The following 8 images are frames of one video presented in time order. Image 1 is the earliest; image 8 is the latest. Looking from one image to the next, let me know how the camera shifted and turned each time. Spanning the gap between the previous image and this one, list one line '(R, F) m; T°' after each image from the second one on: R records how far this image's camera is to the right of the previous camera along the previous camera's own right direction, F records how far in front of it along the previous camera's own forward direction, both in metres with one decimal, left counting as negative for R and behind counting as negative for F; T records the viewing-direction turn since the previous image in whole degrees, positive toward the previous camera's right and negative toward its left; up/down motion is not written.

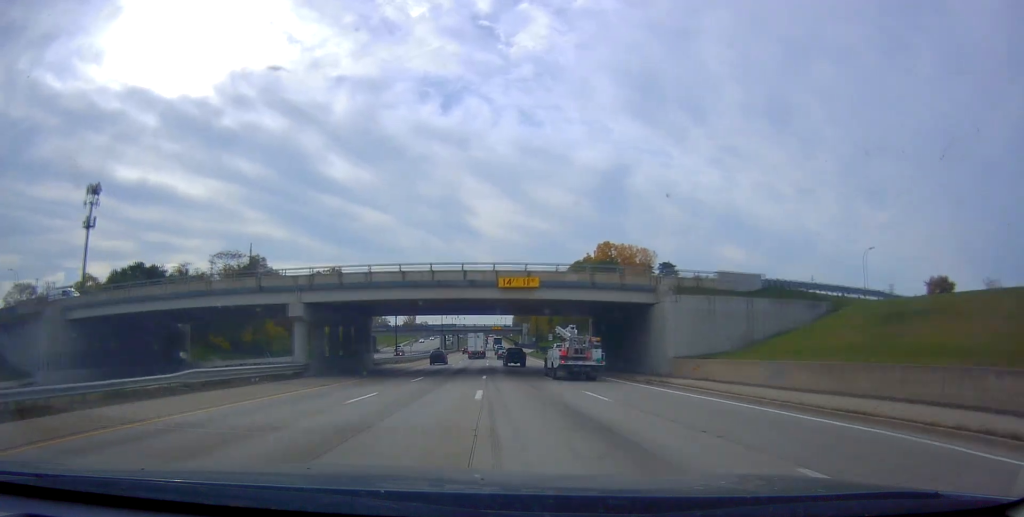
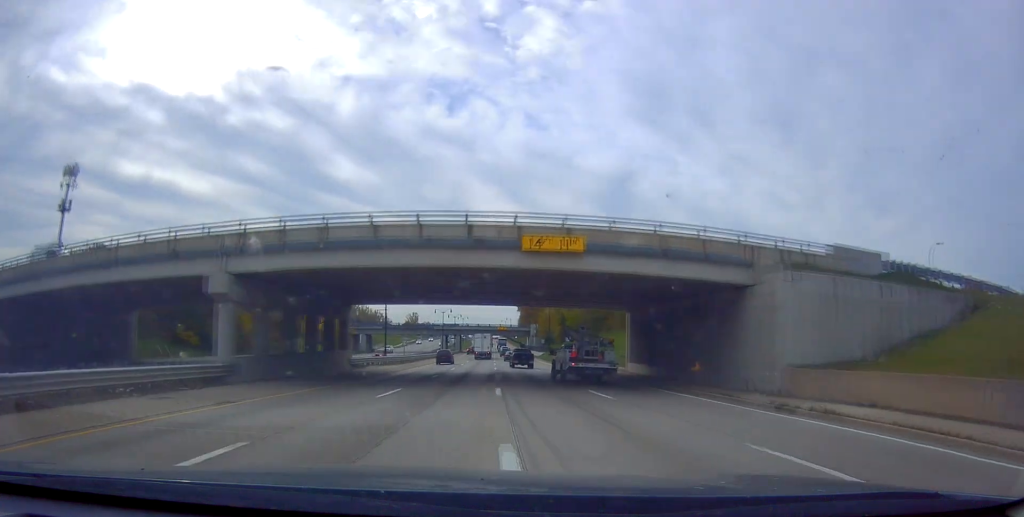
(0.0, +12.9) m; 0°
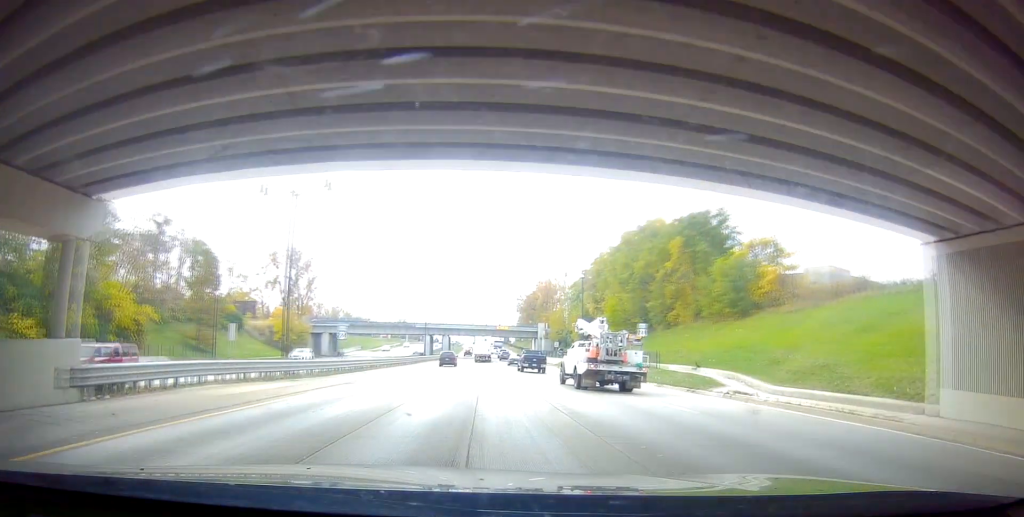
(+0.5, +34.0) m; +1°
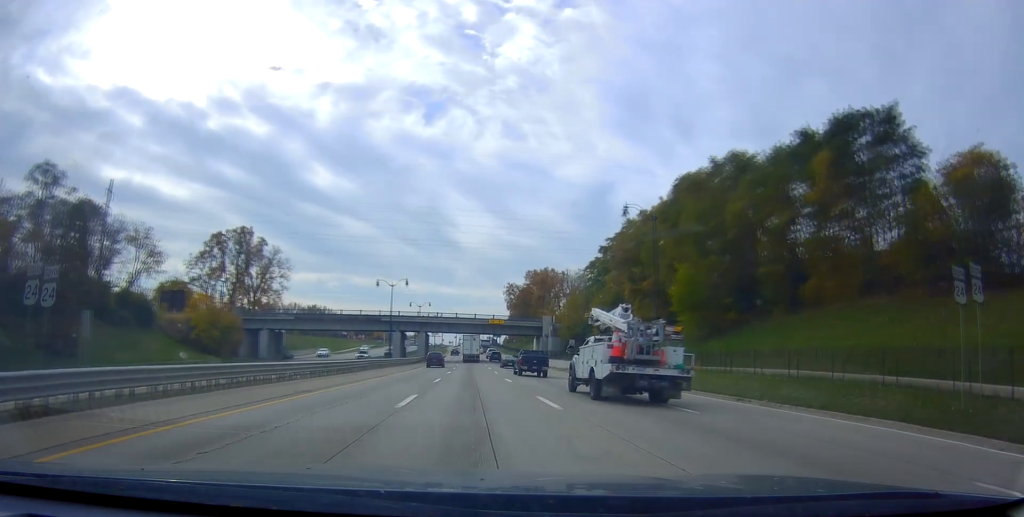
(+0.3, +30.7) m; +1°
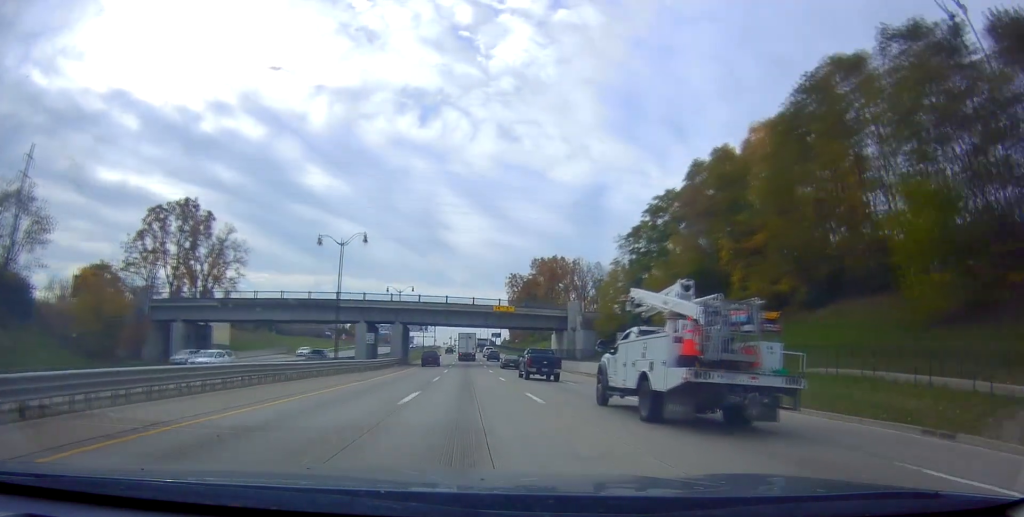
(-0.5, +28.7) m; 0°
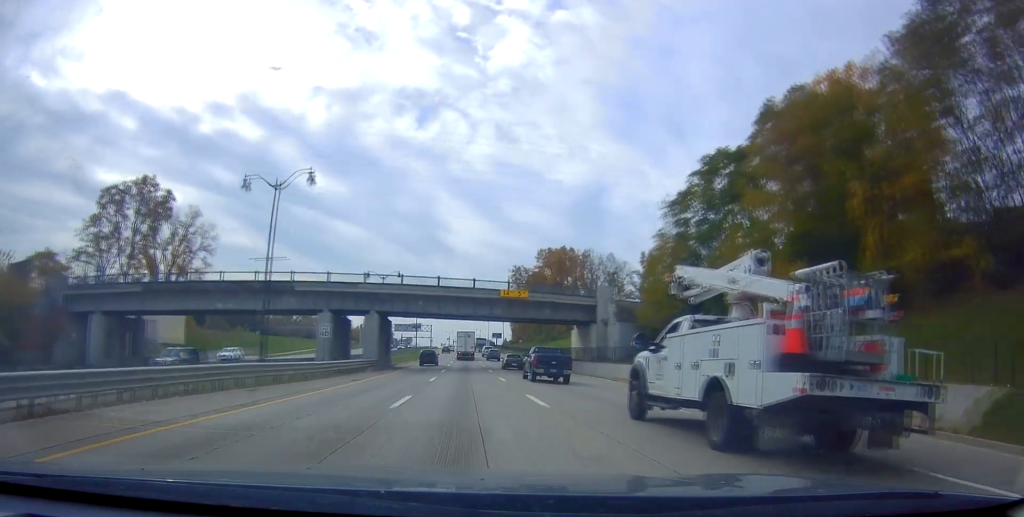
(+0.6, +17.0) m; +2°
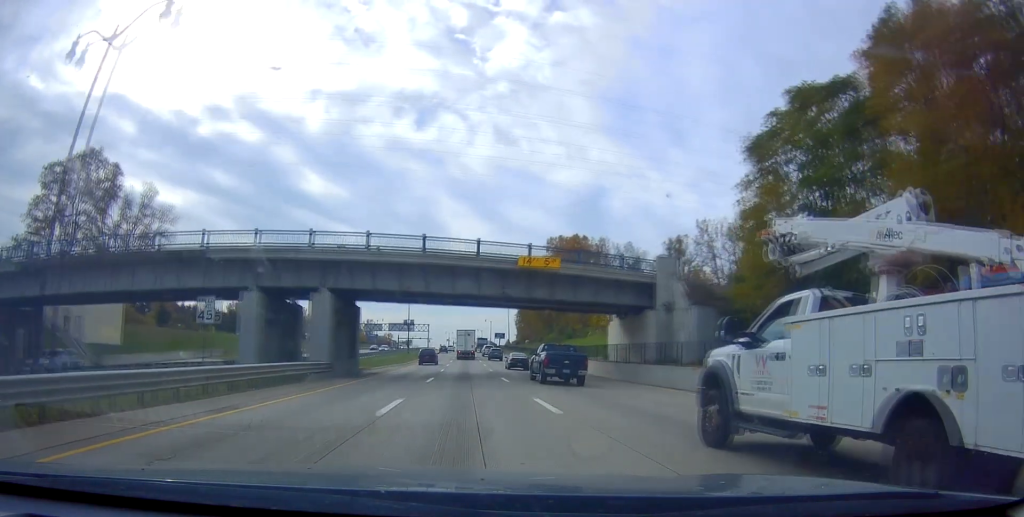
(+0.1, +17.6) m; 0°
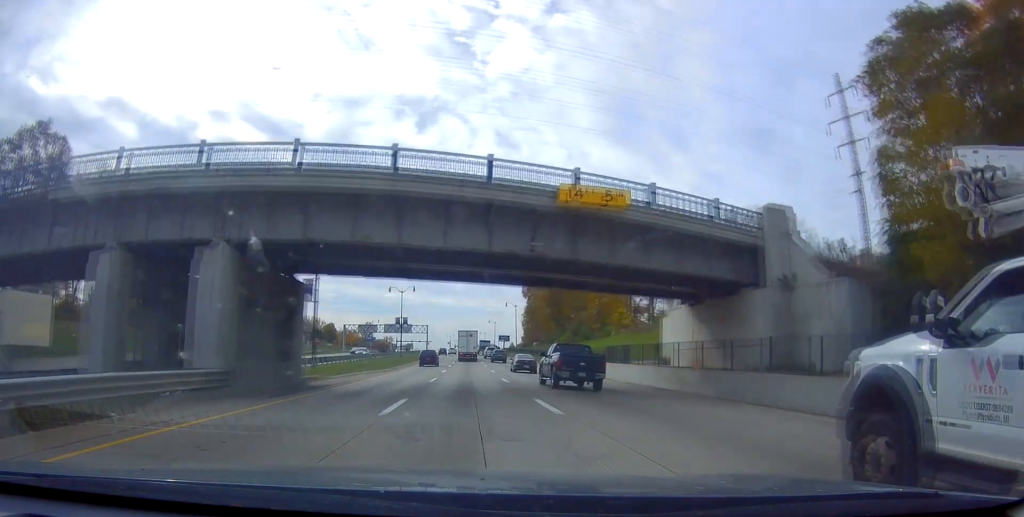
(-0.1, +14.8) m; 0°
